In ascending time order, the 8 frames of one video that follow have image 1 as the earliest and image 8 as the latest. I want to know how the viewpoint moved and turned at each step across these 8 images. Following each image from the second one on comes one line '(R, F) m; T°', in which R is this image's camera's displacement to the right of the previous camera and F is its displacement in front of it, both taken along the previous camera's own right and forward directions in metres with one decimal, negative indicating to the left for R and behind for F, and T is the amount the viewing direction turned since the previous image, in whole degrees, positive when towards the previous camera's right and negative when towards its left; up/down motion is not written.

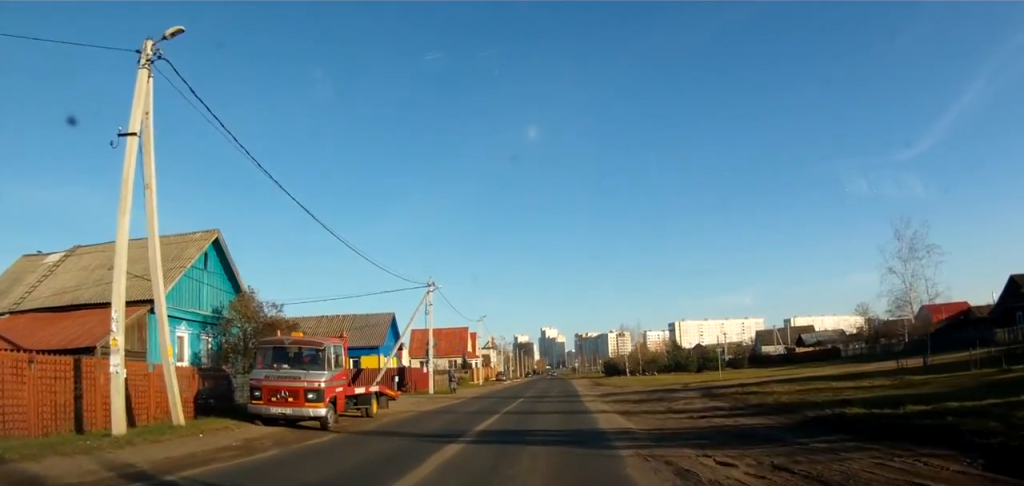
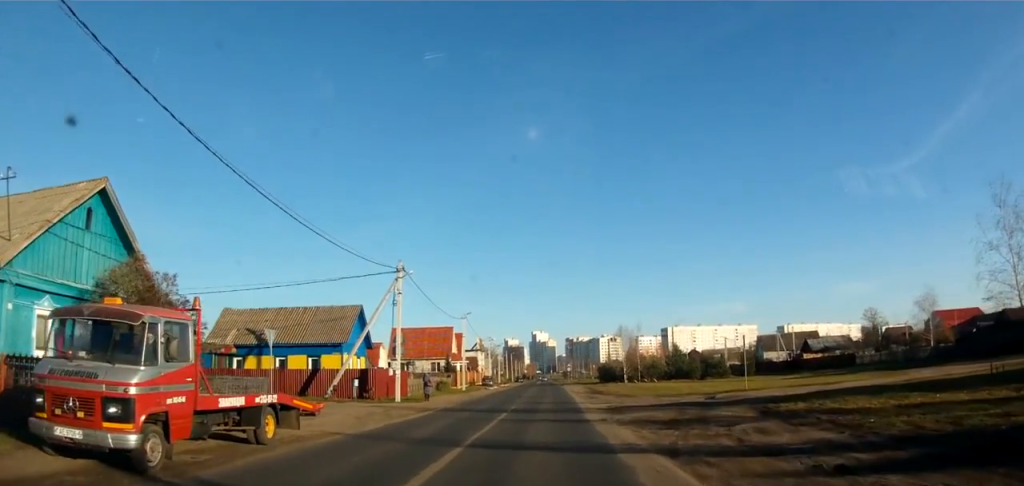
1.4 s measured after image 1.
(-0.2, +8.0) m; 0°
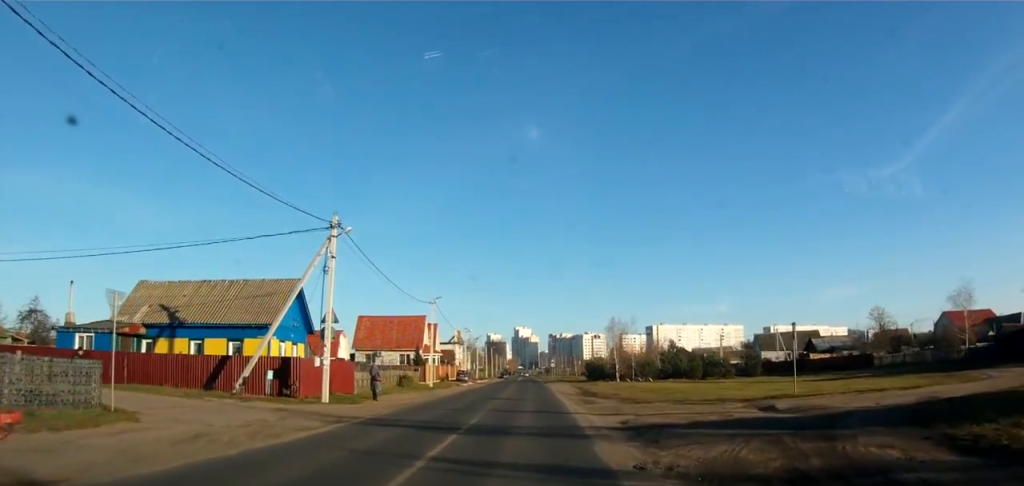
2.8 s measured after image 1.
(+0.4, +9.7) m; +2°
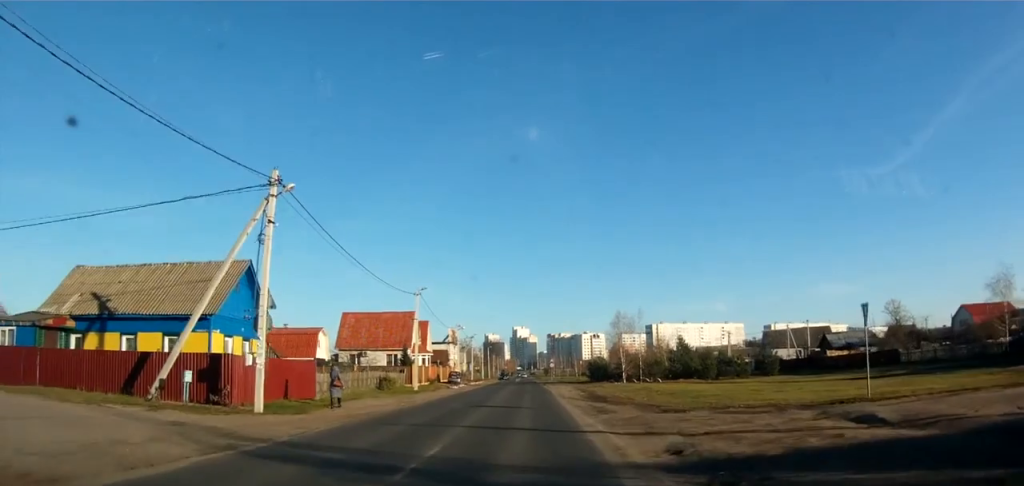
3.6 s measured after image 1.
(-0.1, +6.6) m; -1°
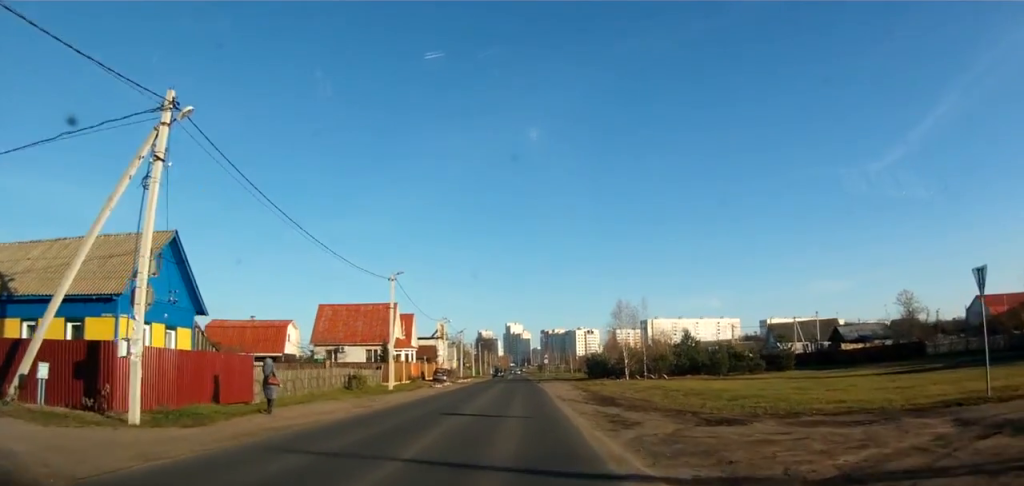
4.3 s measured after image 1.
(-0.1, +6.5) m; +2°
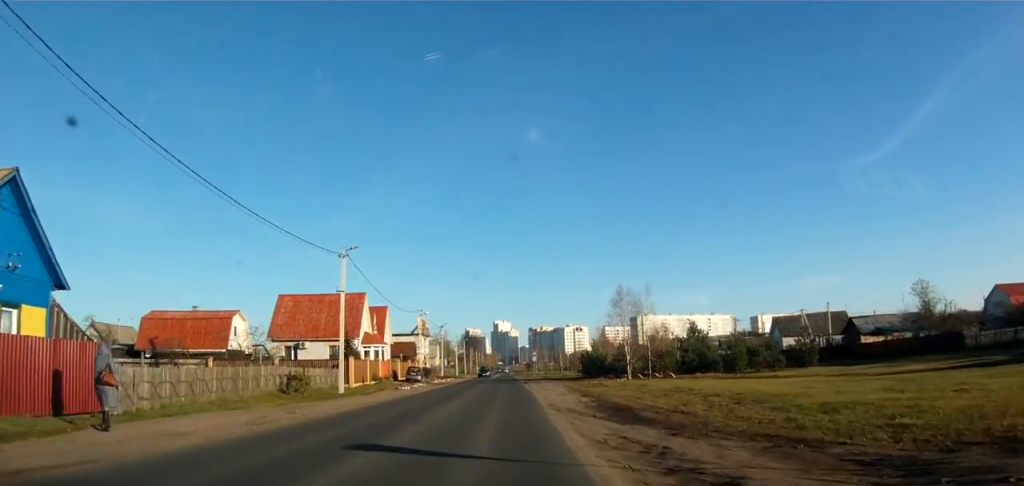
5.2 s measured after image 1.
(+0.2, +7.9) m; +2°
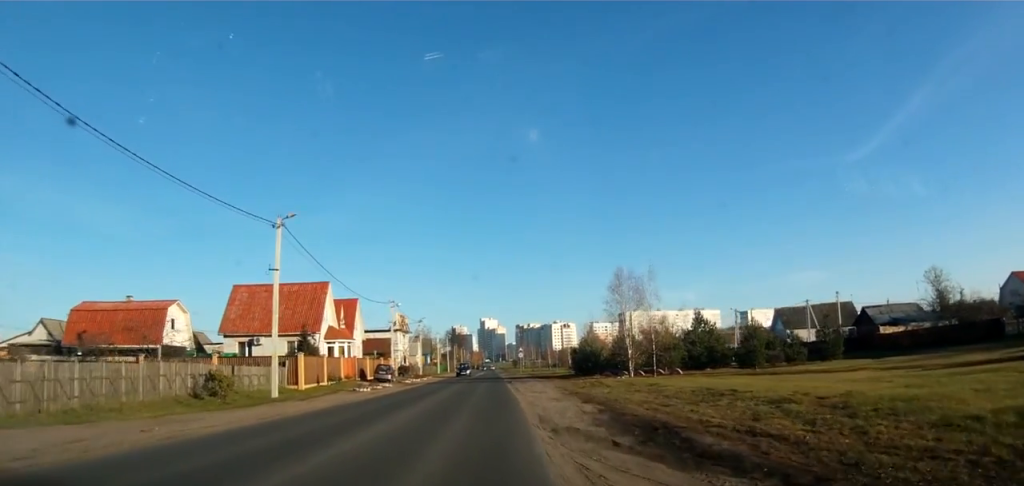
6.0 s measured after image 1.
(+0.2, +6.9) m; +2°
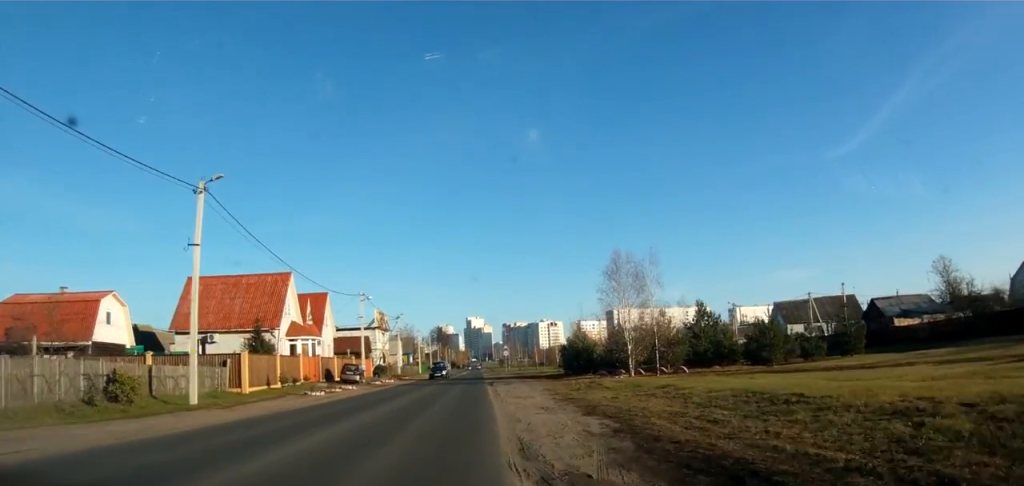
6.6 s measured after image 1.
(-0.3, +5.5) m; +2°
